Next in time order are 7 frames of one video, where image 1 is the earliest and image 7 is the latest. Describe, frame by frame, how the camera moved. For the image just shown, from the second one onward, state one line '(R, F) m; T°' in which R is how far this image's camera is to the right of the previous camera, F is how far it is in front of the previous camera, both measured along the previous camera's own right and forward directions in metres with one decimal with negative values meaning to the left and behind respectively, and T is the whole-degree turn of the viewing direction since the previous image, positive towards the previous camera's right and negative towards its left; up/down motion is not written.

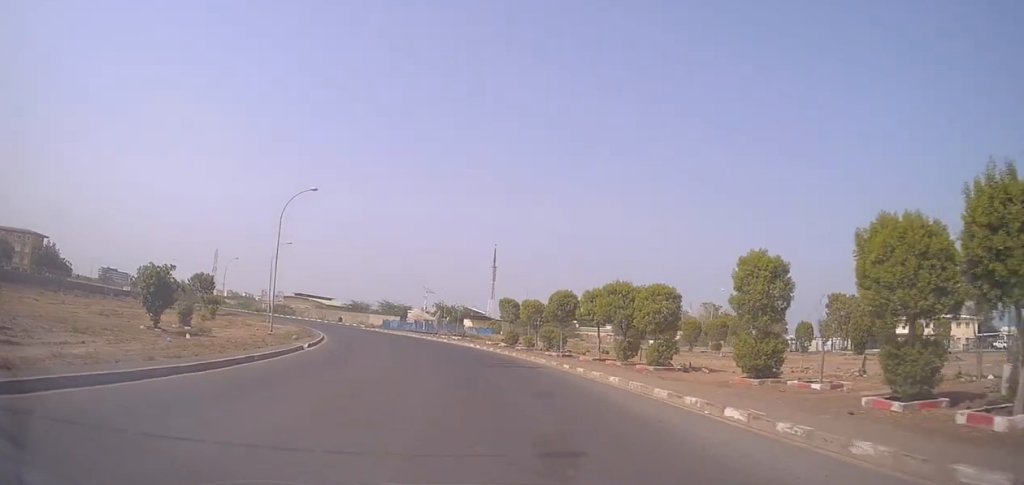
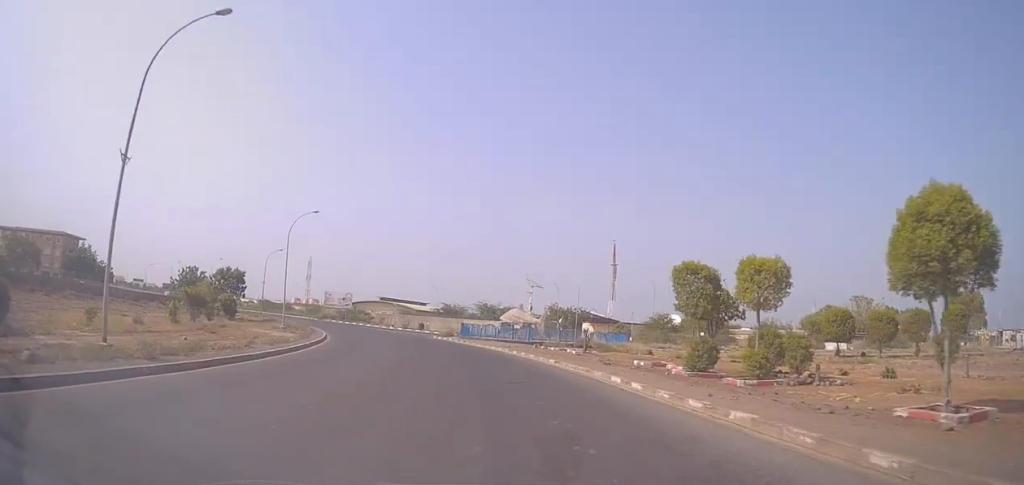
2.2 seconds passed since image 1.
(-3.3, +28.4) m; -15°
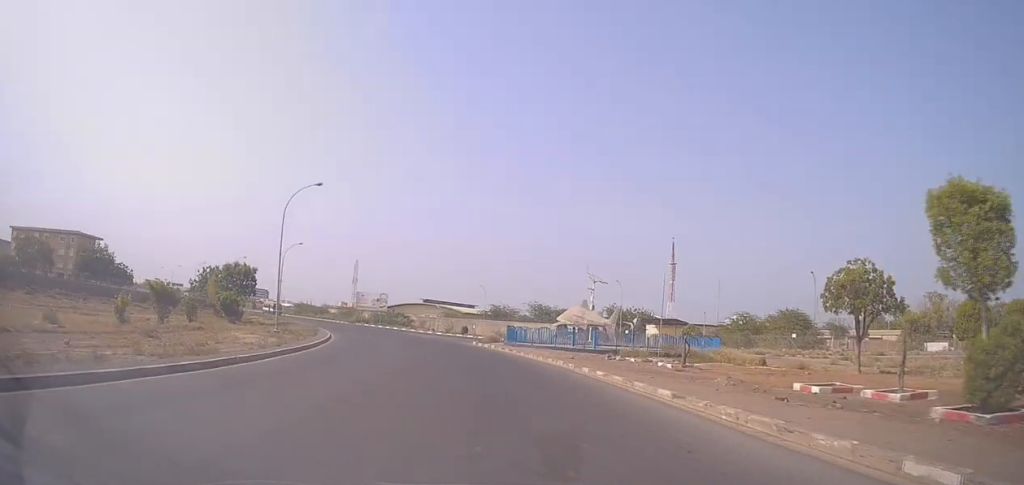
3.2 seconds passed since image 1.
(-0.9, +12.8) m; -5°
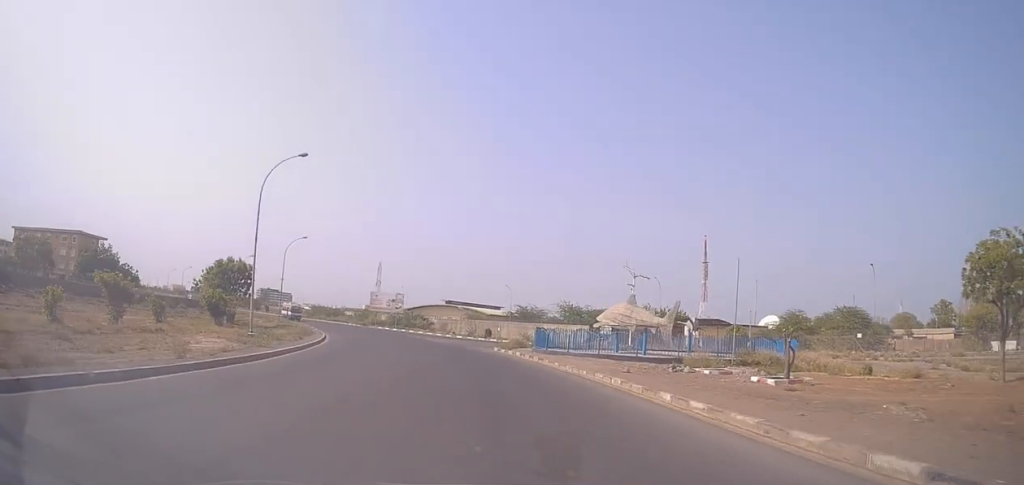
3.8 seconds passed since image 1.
(-0.1, +8.4) m; -1°
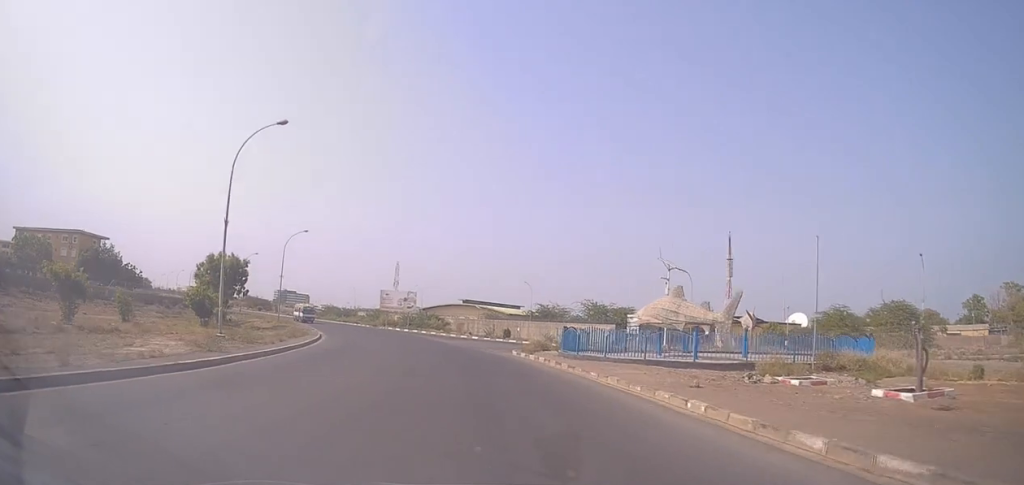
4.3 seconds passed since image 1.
(0.0, +6.3) m; -2°
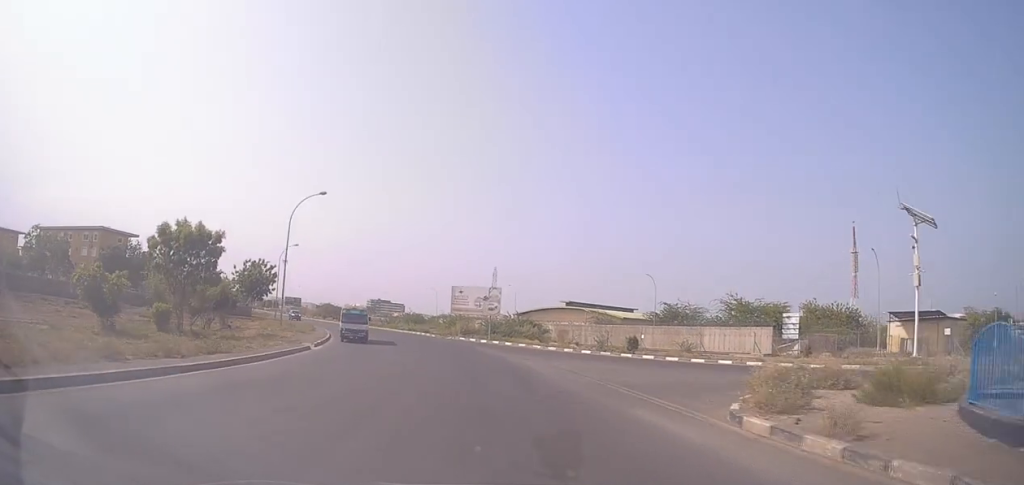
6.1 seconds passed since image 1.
(-2.3, +24.4) m; -12°
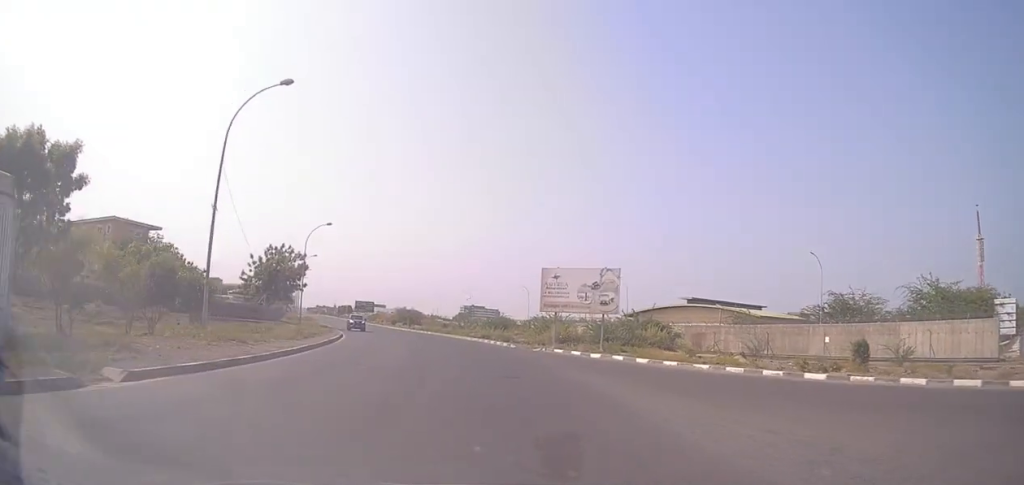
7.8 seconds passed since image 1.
(-1.6, +23.3) m; -10°
